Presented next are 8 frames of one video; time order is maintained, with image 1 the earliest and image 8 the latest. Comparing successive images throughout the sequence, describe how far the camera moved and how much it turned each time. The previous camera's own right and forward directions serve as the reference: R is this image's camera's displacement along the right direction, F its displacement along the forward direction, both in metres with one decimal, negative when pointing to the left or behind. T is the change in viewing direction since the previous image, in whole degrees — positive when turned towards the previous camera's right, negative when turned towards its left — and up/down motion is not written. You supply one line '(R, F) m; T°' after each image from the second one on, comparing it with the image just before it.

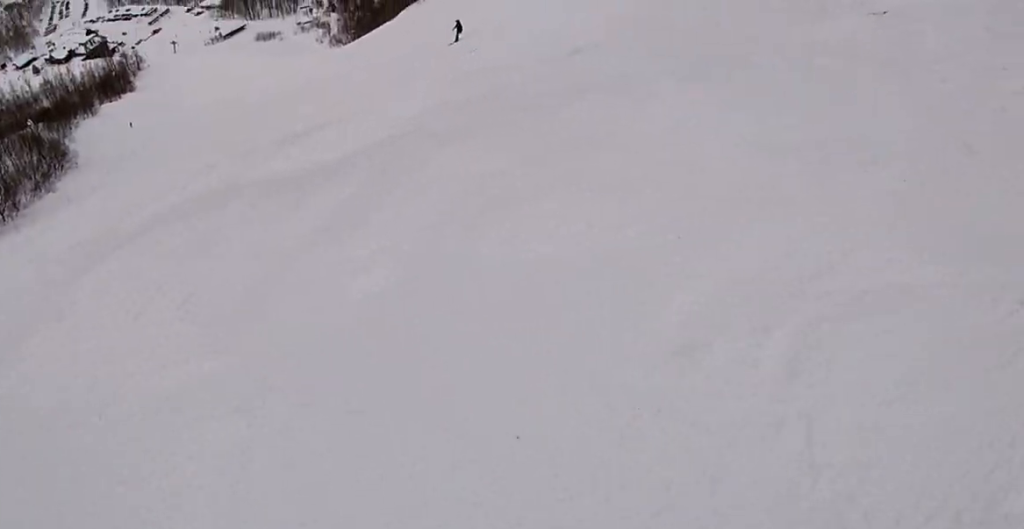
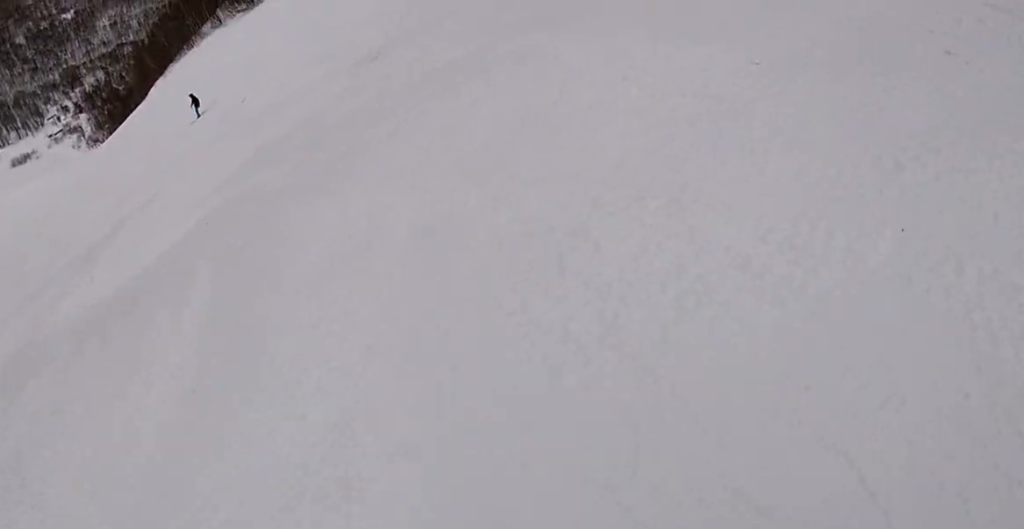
(+0.2, +1.5) m; +25°
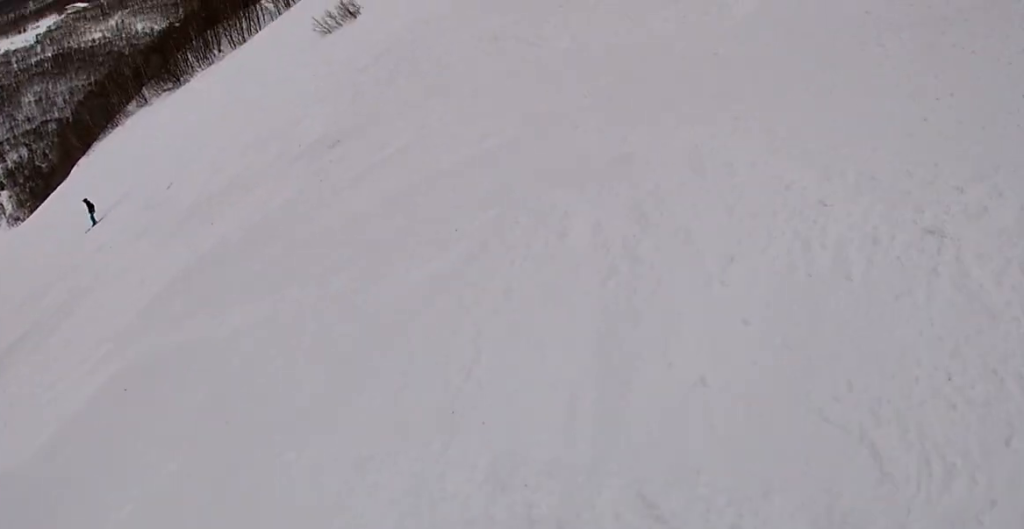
(0.0, +1.9) m; +35°
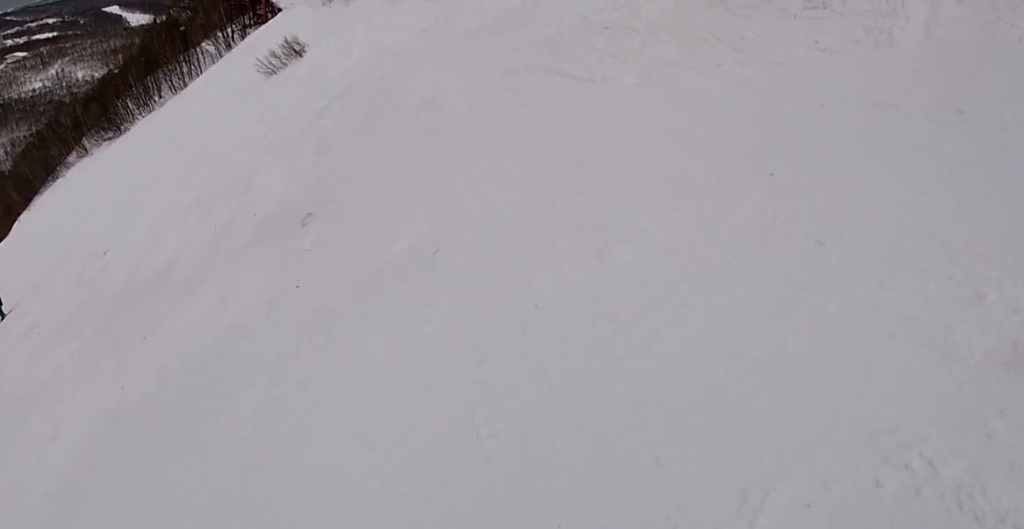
(+1.1, +1.8) m; +15°
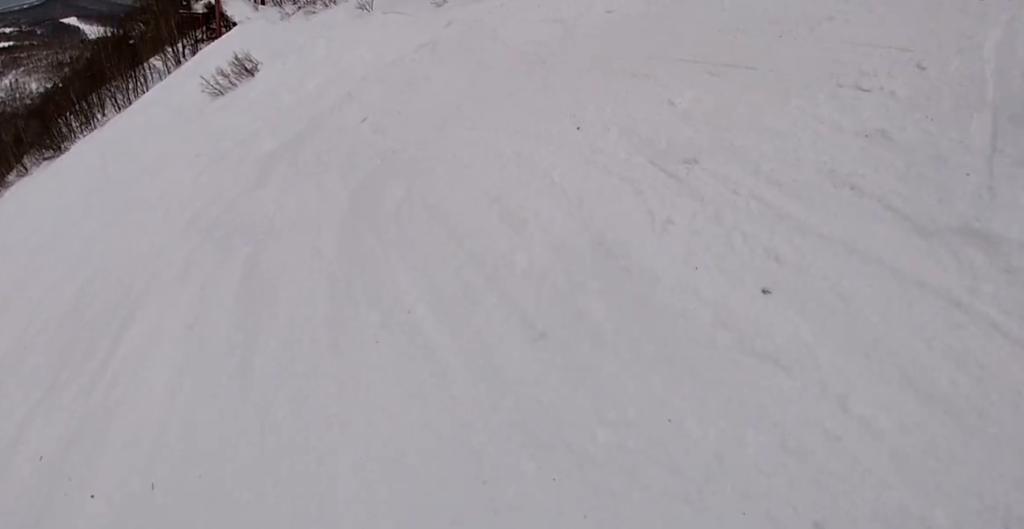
(+0.2, +4.9) m; +5°
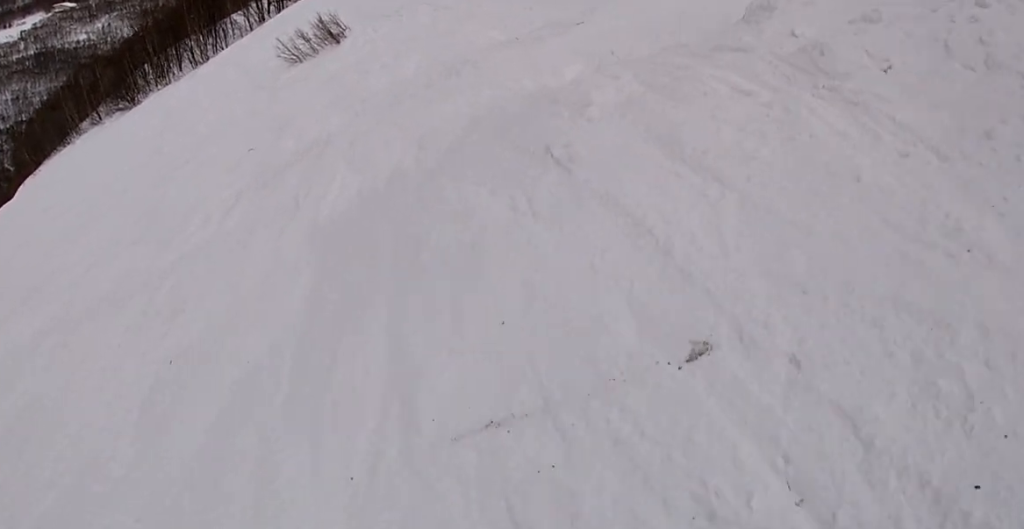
(-0.2, +7.0) m; -13°
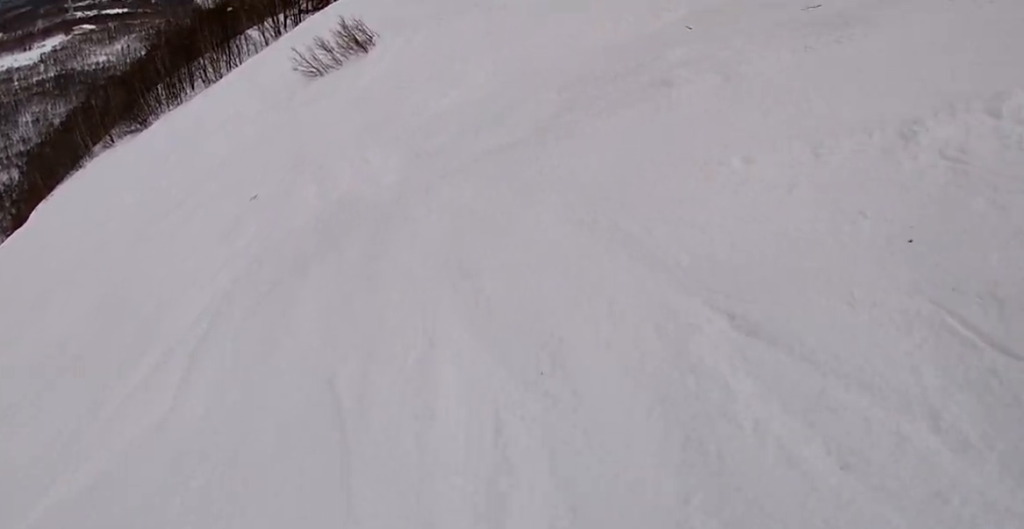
(-0.5, +5.2) m; -6°
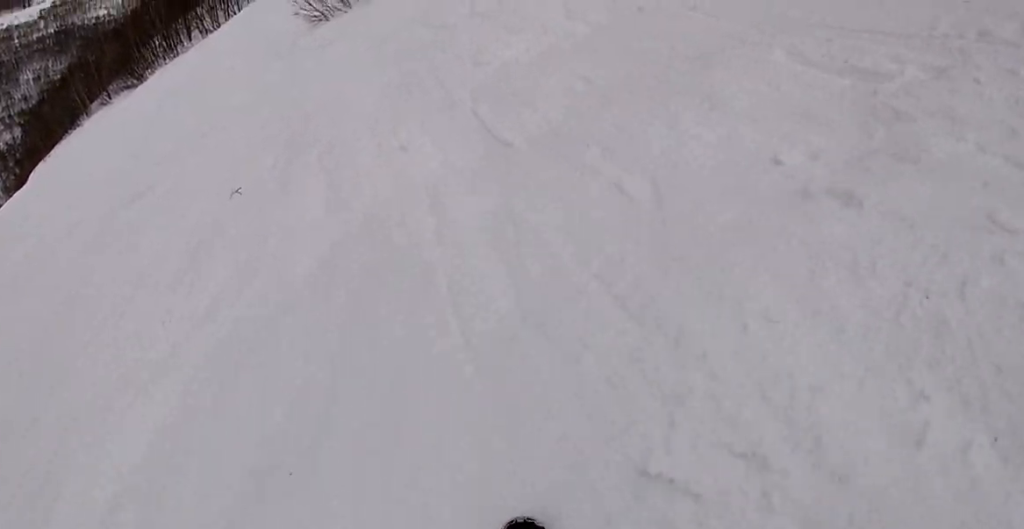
(0.0, +2.6) m; +2°
